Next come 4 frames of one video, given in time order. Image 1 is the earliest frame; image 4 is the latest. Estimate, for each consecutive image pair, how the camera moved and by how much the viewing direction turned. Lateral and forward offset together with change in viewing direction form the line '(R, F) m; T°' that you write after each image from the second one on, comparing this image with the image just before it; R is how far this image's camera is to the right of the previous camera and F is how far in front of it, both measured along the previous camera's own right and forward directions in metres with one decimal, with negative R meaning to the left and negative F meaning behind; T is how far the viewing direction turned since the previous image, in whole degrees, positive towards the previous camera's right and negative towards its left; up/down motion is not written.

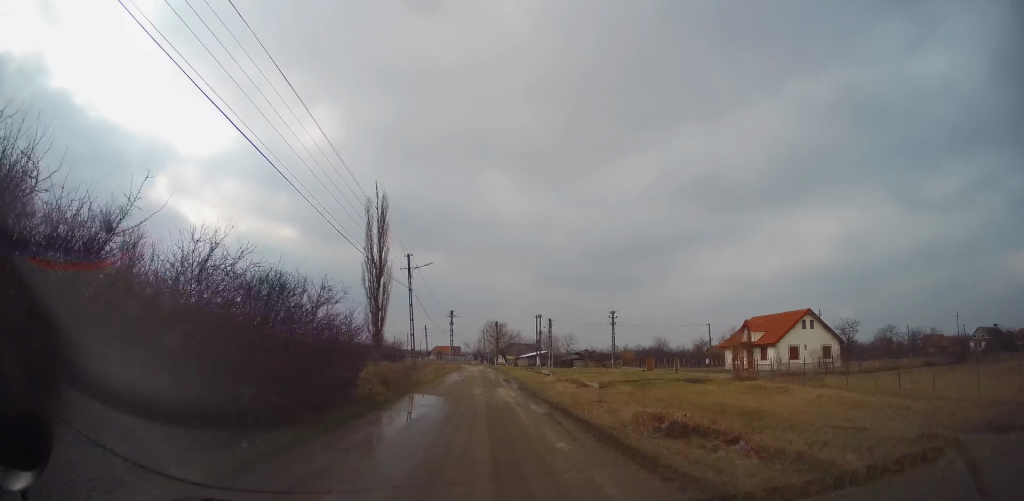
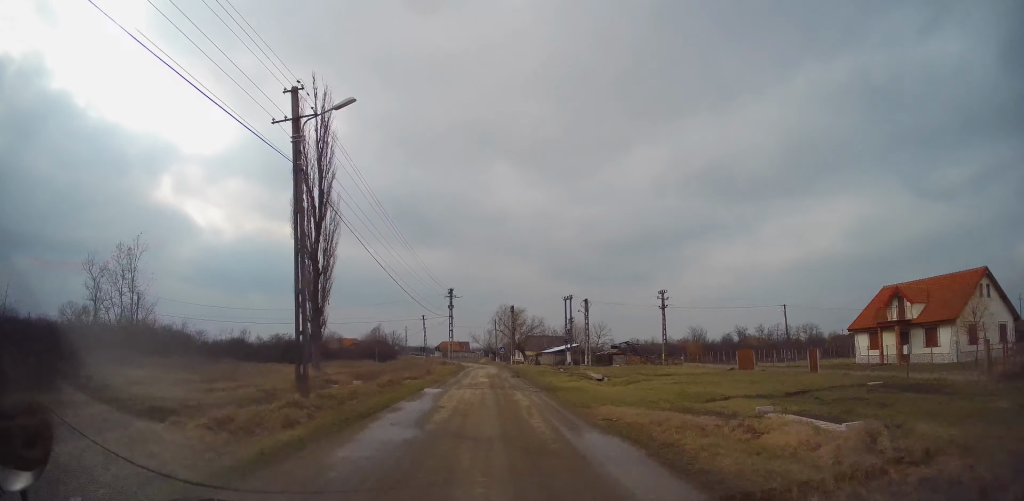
(-1.0, +23.4) m; -2°
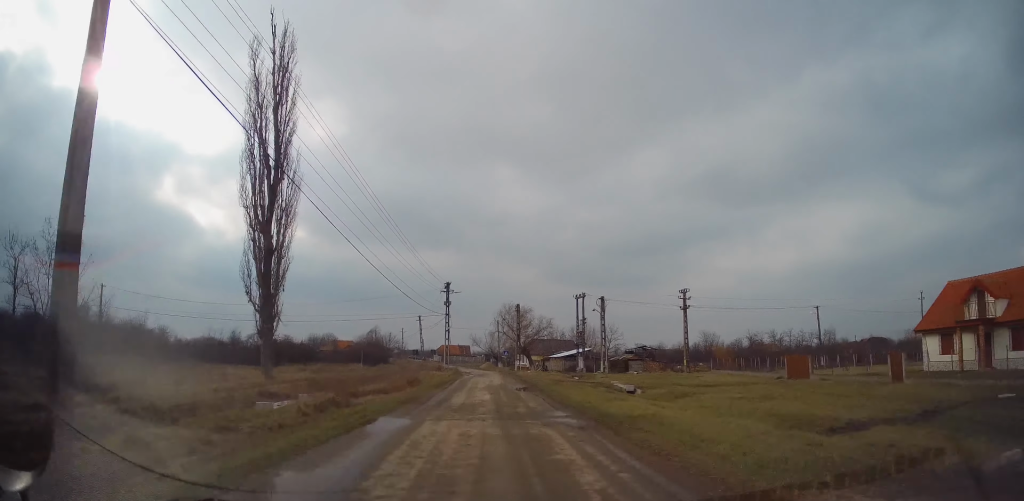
(+0.1, +8.0) m; +1°
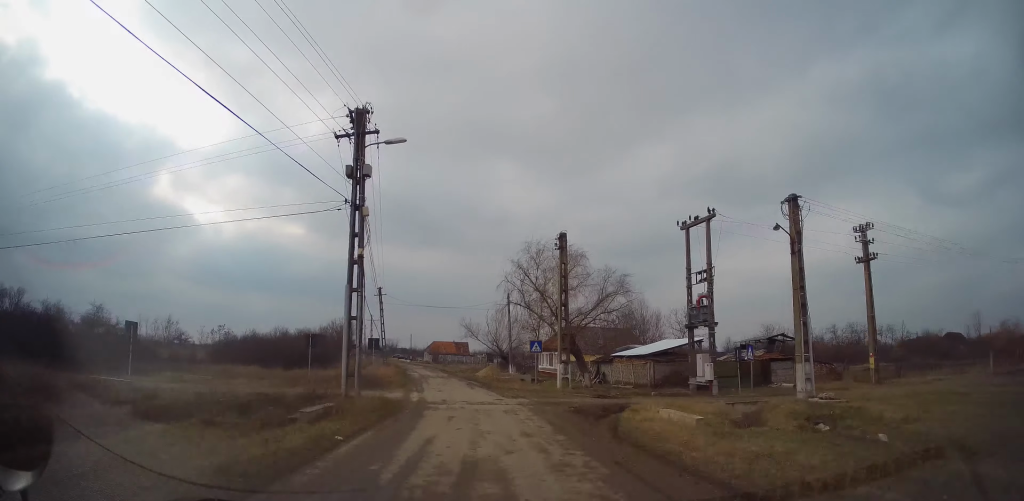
(-0.1, +36.4) m; -1°
